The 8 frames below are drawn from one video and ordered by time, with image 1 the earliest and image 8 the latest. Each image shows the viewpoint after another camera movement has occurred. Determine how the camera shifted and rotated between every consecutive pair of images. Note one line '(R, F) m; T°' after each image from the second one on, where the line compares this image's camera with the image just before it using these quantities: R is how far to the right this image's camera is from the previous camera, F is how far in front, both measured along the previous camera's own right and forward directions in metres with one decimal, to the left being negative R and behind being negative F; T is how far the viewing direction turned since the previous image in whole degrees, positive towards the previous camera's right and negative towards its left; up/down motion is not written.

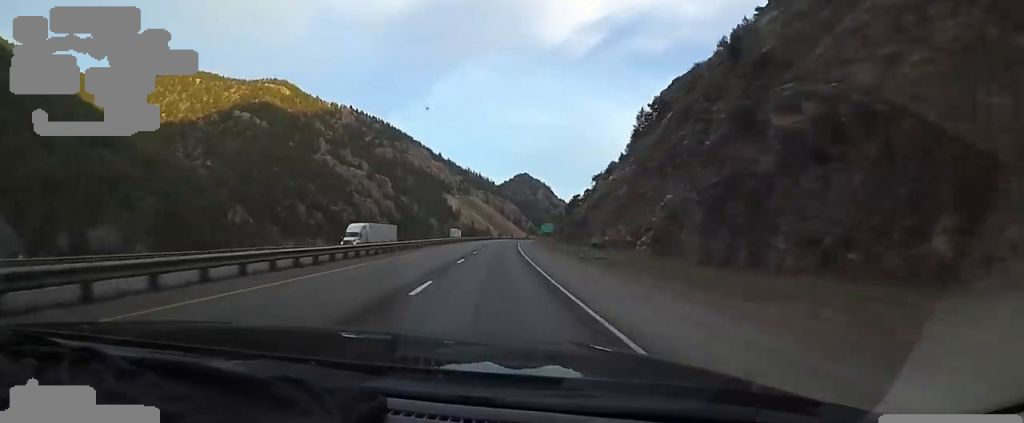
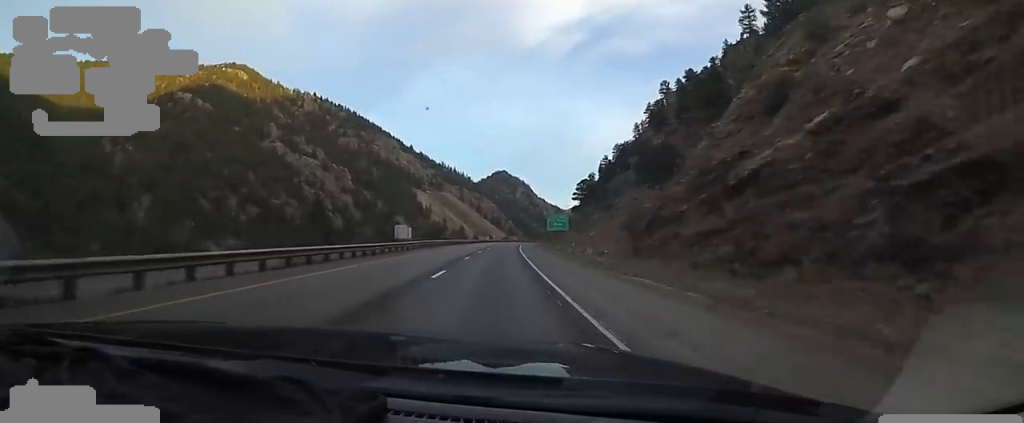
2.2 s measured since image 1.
(+3.7, +68.2) m; +5°
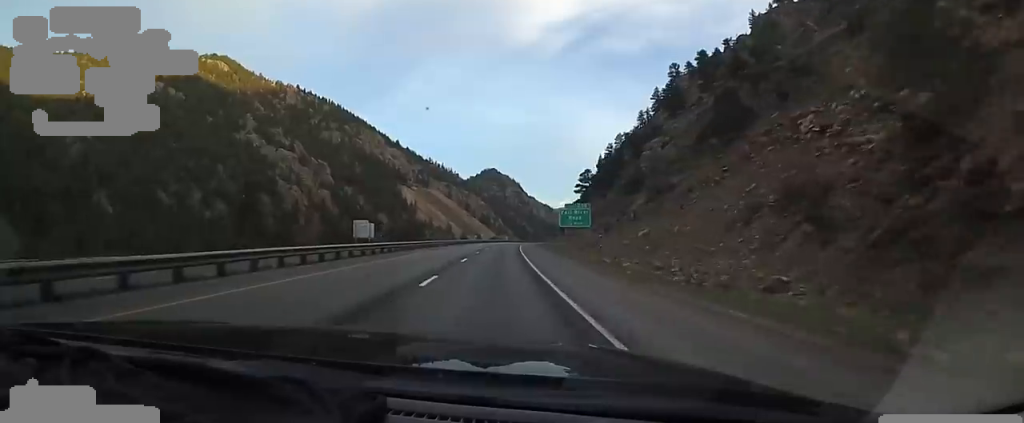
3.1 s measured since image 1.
(+0.5, +26.9) m; +1°
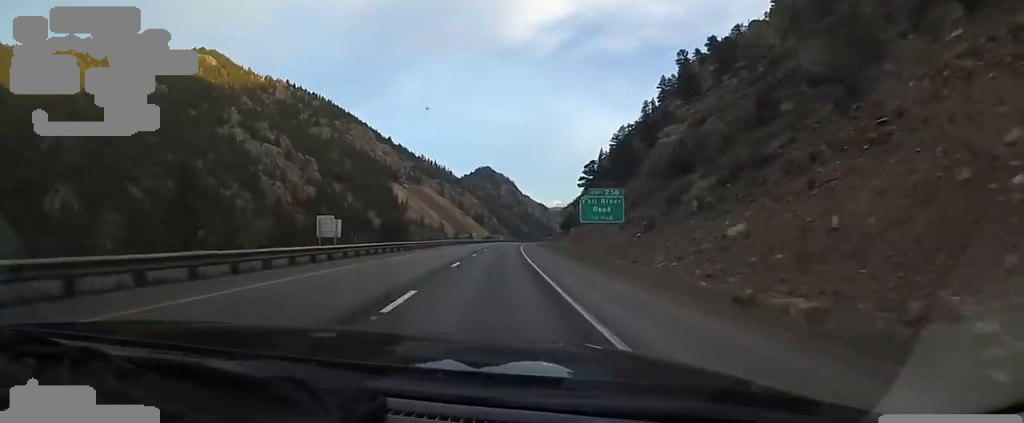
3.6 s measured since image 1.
(-0.4, +16.4) m; 0°
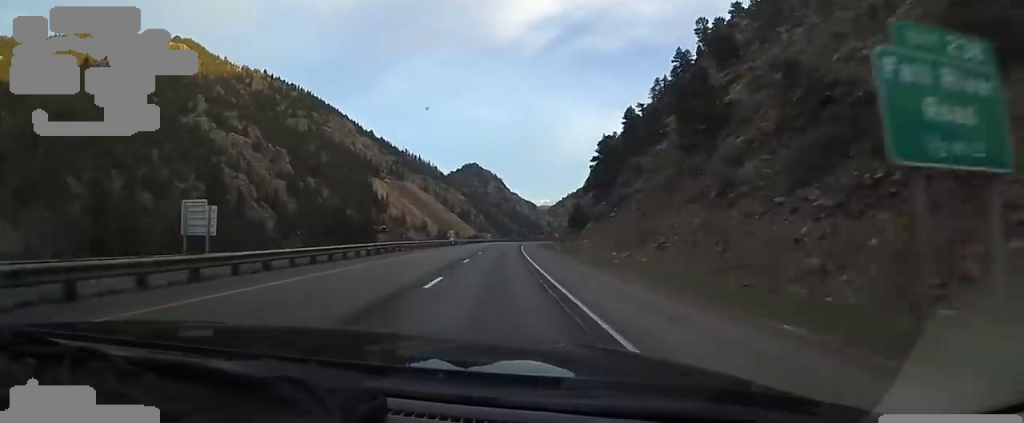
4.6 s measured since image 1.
(+0.5, +31.9) m; +2°
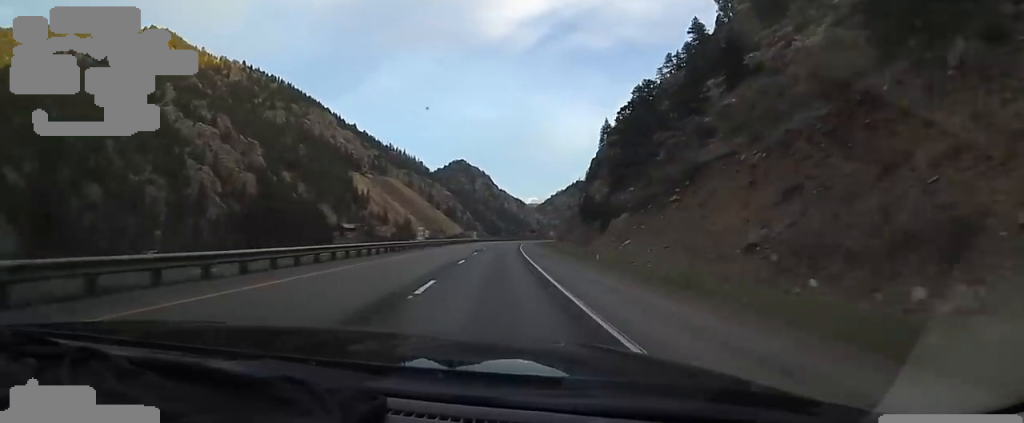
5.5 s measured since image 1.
(+0.5, +25.8) m; +1°
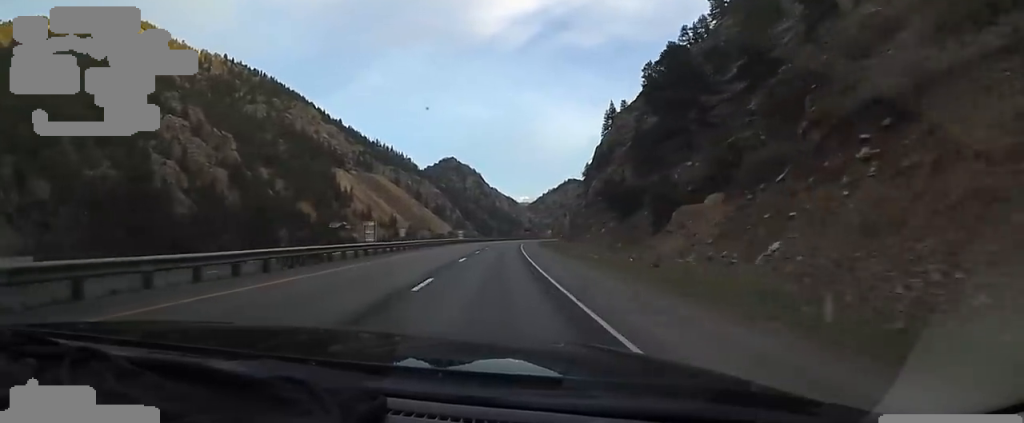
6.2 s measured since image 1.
(+0.2, +22.7) m; +1°
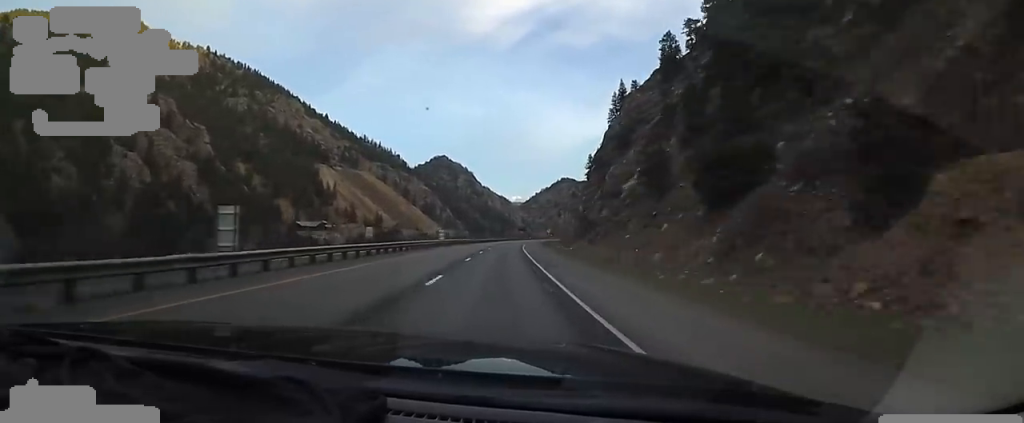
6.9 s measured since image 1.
(0.0, +22.8) m; +2°
